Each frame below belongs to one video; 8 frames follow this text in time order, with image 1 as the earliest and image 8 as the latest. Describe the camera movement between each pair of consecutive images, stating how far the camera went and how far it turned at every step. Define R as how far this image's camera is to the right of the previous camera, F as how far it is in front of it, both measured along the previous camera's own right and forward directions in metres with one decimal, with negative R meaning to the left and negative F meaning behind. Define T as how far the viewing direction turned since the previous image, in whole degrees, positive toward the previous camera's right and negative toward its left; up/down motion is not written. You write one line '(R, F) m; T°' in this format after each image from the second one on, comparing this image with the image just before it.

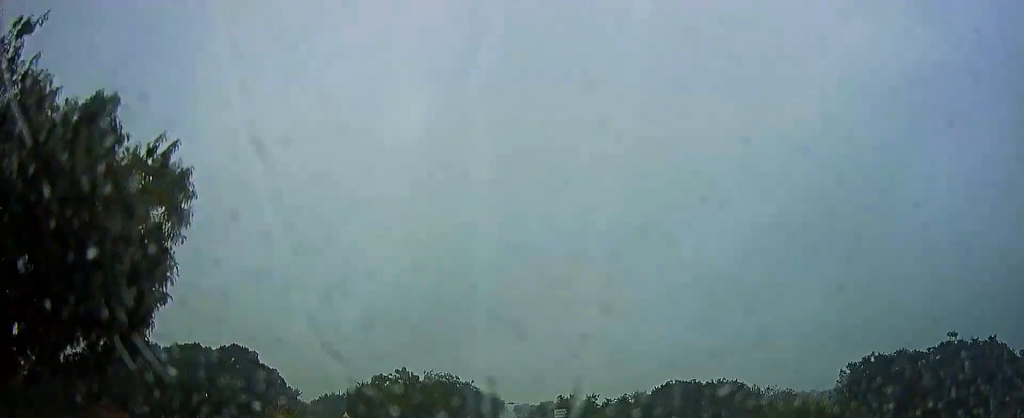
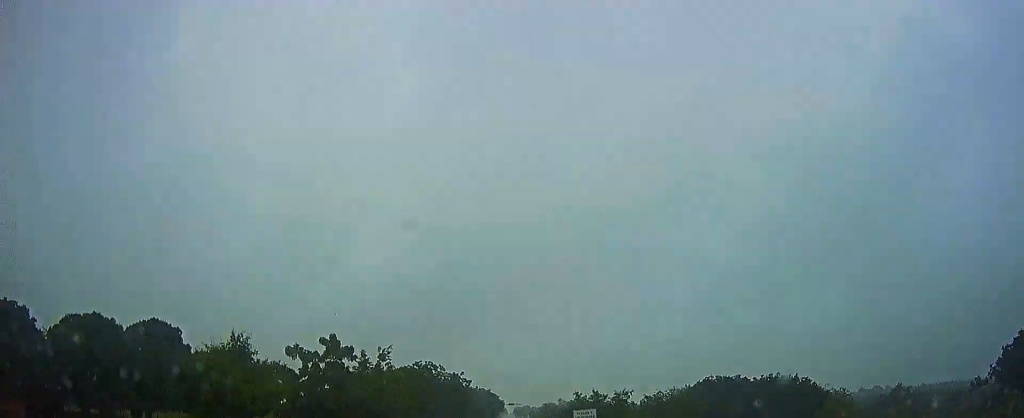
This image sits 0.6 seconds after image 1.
(-0.1, +20.5) m; 0°
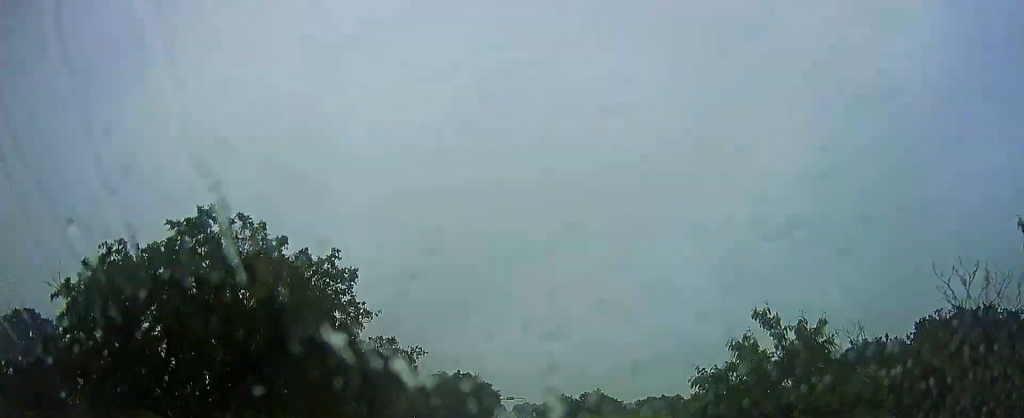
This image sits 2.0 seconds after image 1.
(+0.5, +52.0) m; 0°
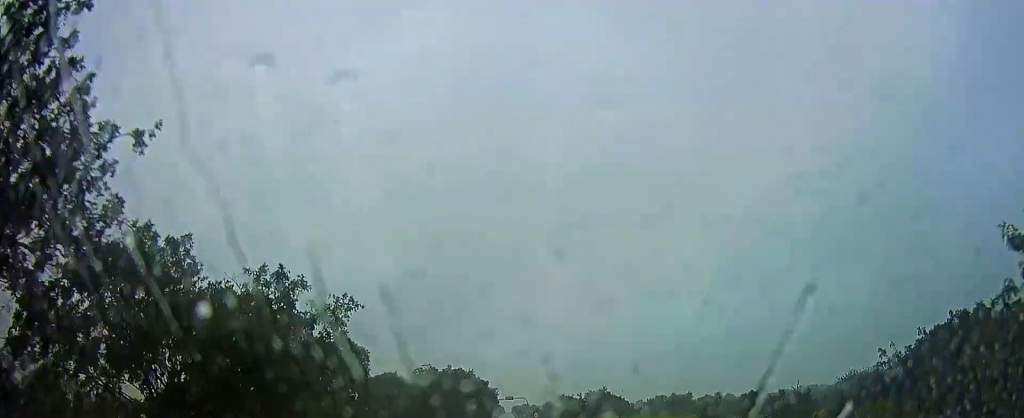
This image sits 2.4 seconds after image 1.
(-0.2, +14.5) m; 0°
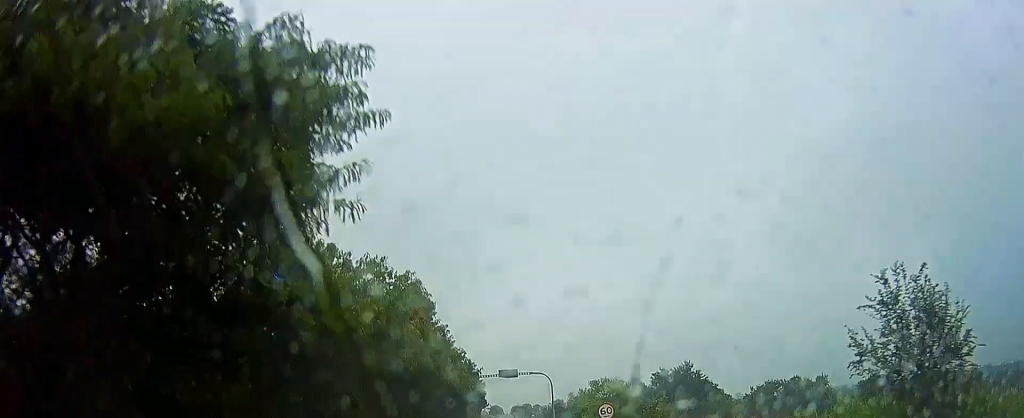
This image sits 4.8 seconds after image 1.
(-0.7, +87.7) m; 0°
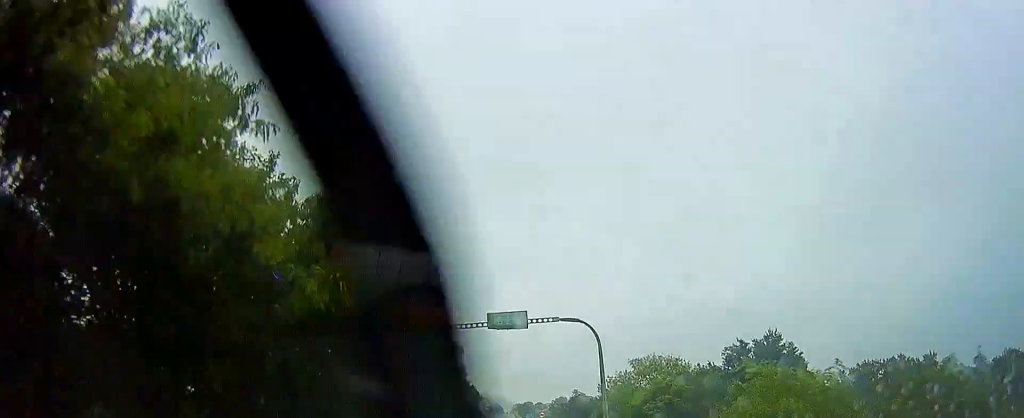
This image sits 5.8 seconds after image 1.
(+0.4, +33.5) m; 0°
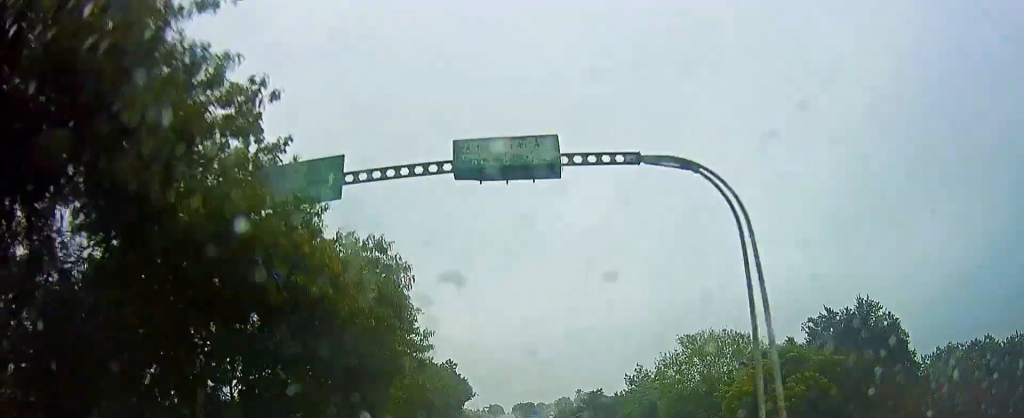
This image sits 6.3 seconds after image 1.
(-0.1, +19.1) m; 0°
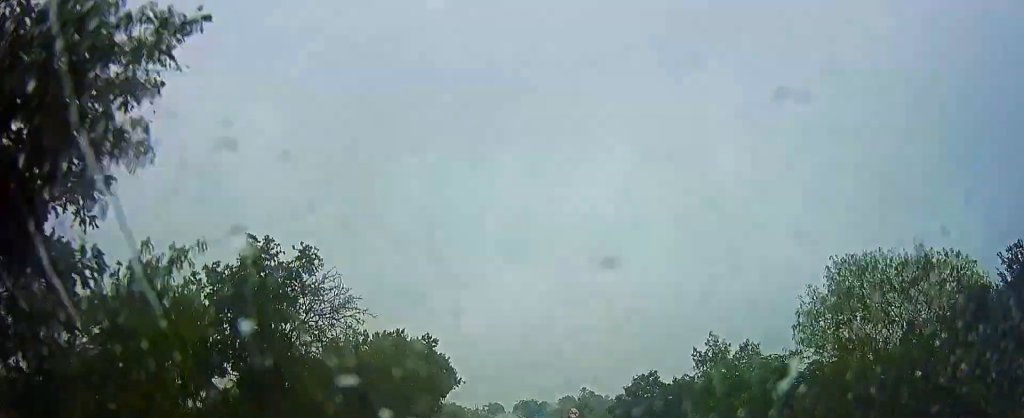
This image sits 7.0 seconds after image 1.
(-0.2, +23.9) m; -1°
